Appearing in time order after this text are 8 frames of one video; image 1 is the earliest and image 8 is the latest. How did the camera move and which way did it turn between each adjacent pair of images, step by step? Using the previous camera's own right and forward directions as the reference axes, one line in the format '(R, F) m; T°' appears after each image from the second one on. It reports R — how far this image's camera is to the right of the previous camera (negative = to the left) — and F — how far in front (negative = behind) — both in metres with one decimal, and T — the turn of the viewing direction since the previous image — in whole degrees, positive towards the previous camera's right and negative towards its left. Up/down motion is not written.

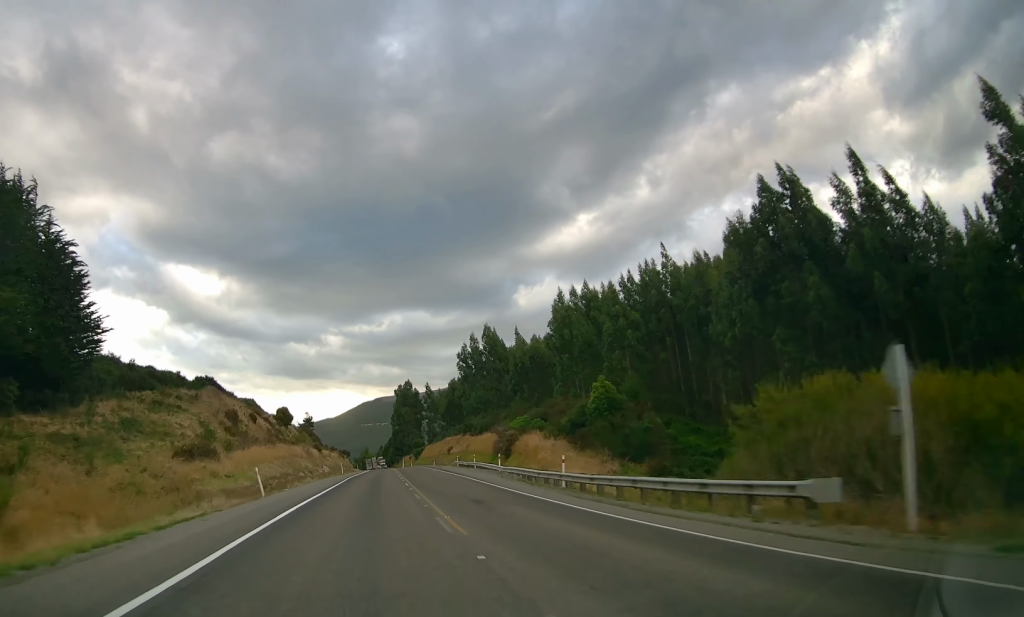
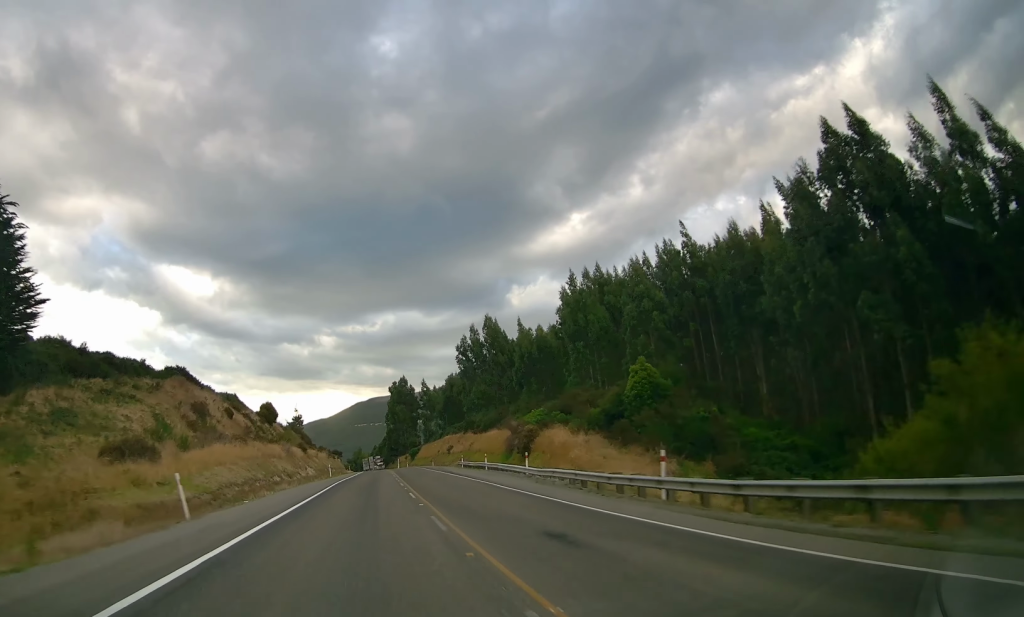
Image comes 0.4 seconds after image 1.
(0.0, +9.9) m; 0°
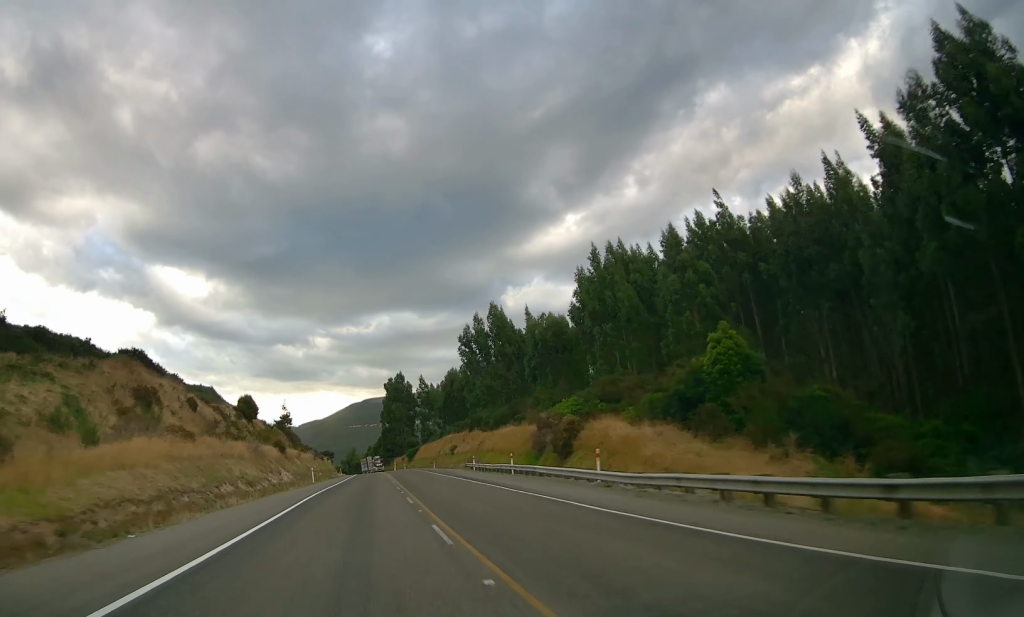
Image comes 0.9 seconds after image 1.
(-0.1, +12.4) m; 0°
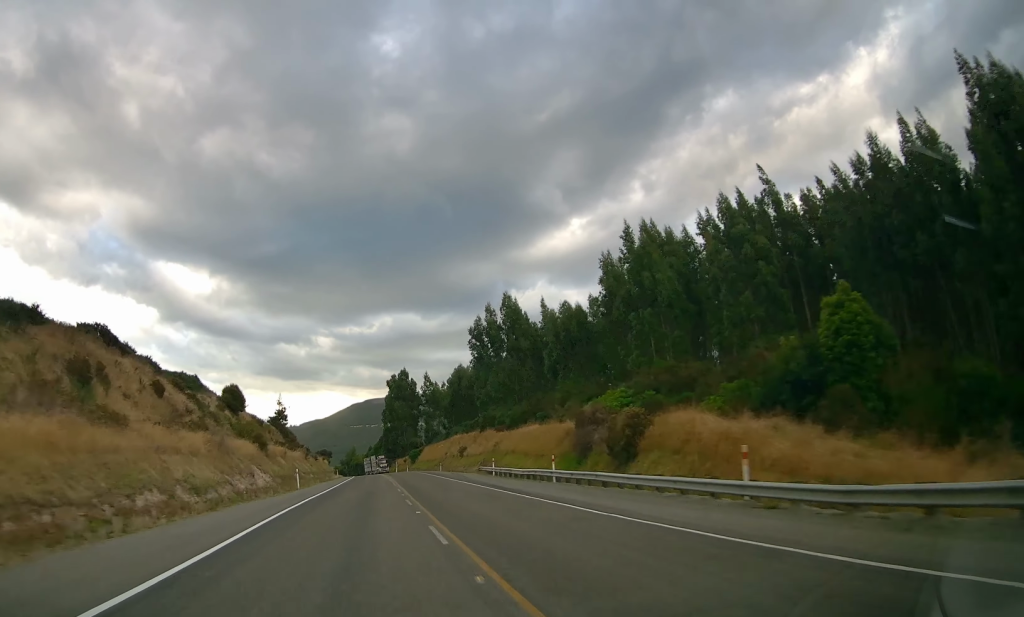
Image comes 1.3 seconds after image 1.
(0.0, +9.8) m; 0°
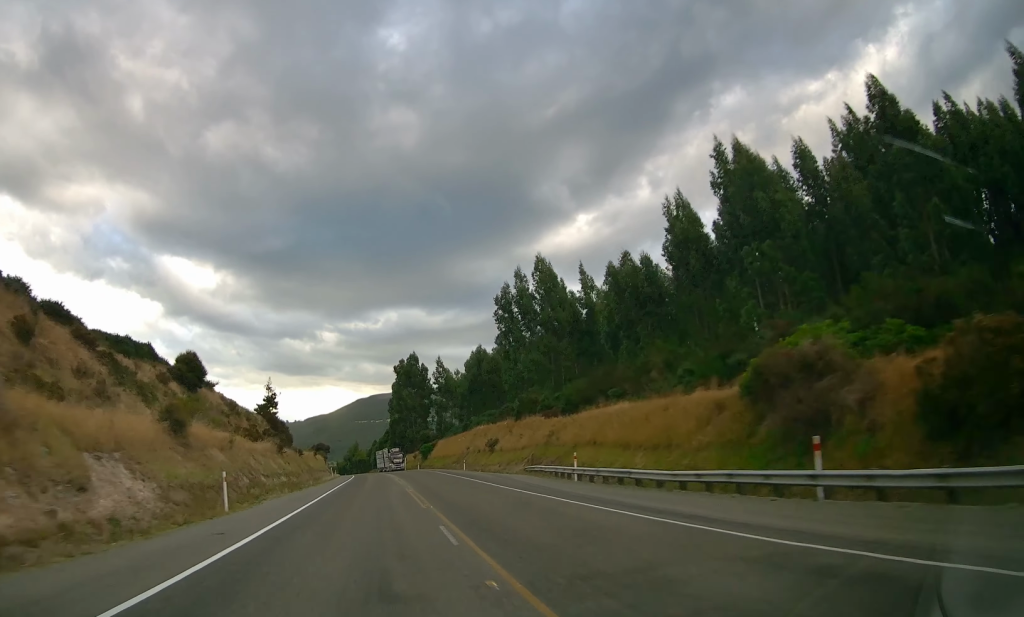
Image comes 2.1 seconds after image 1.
(+0.1, +20.3) m; -1°
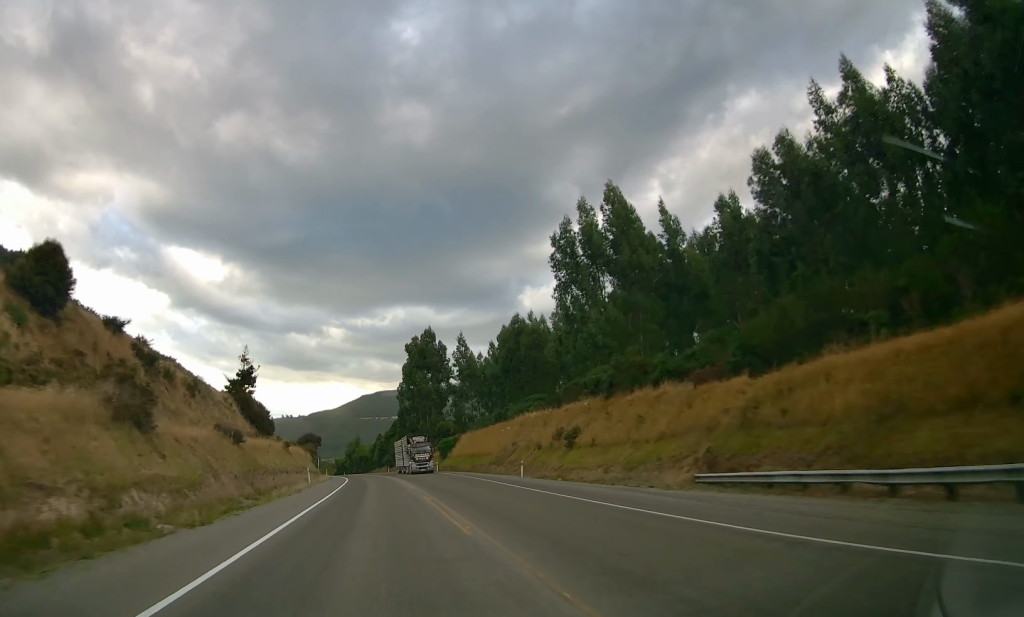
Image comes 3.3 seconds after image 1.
(-0.3, +27.5) m; 0°
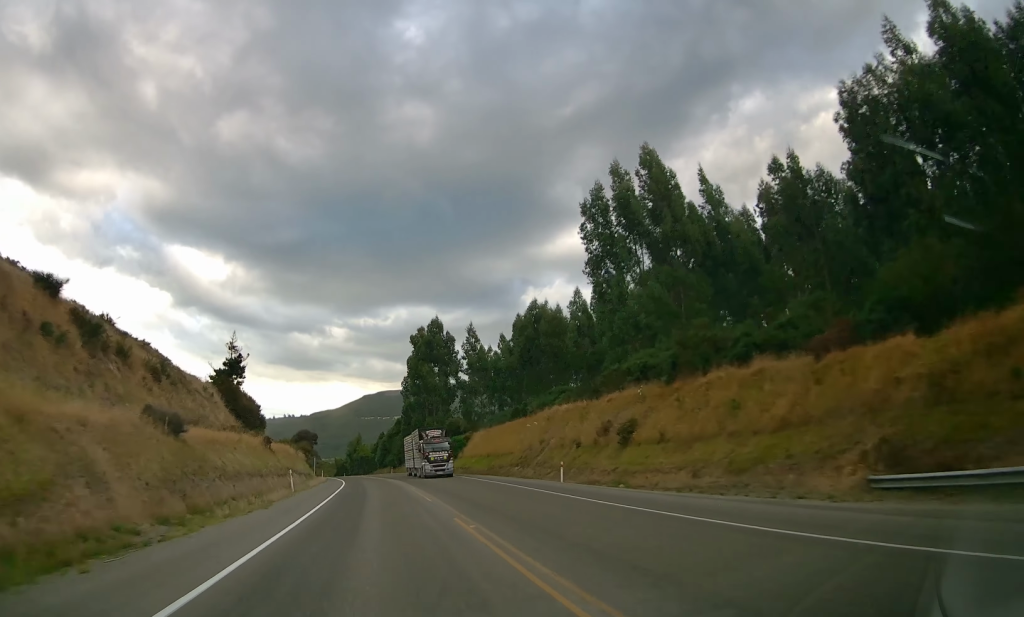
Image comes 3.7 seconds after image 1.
(+0.1, +9.7) m; 0°
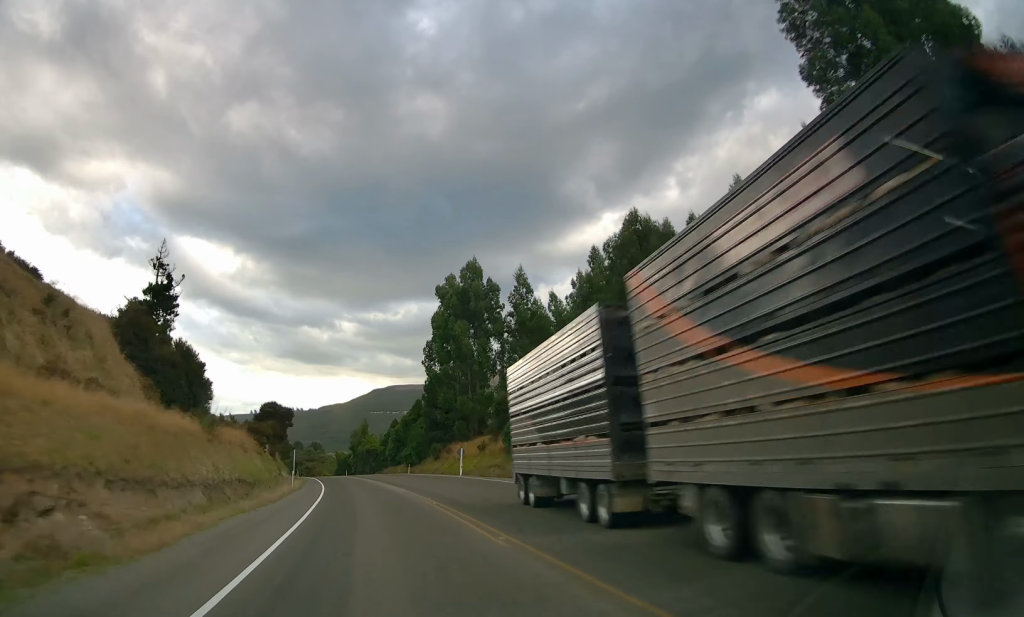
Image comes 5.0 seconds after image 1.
(-0.2, +32.9) m; -2°
